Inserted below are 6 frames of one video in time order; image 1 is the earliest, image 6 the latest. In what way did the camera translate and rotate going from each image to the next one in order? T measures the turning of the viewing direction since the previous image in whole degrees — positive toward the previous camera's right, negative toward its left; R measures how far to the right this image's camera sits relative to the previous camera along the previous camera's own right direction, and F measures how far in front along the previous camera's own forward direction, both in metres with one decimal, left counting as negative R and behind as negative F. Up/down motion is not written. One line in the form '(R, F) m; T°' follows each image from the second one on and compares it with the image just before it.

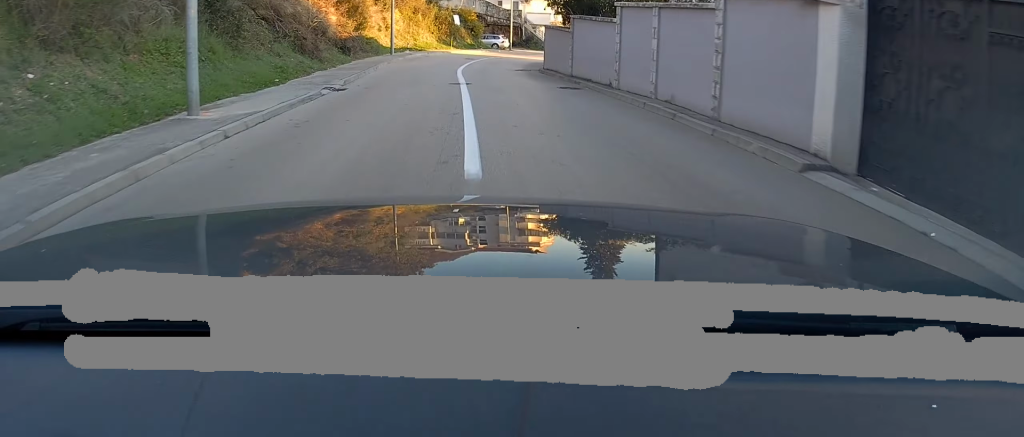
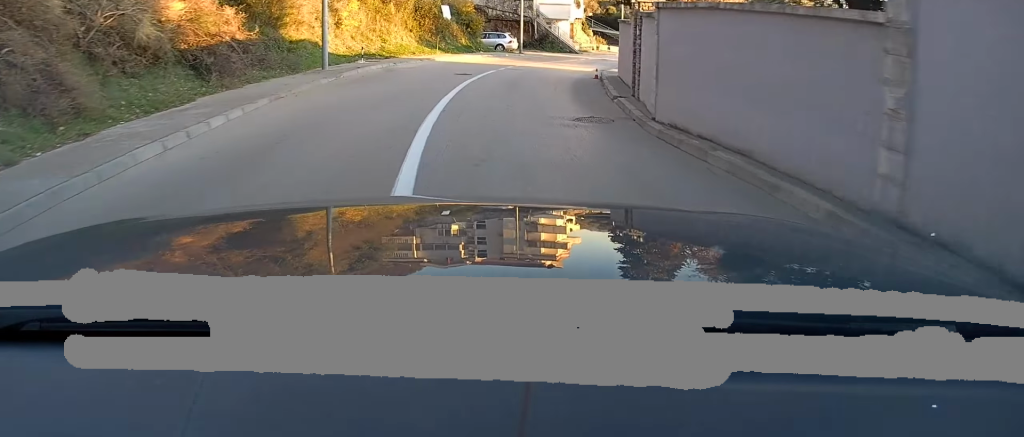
(0.0, +16.0) m; 0°
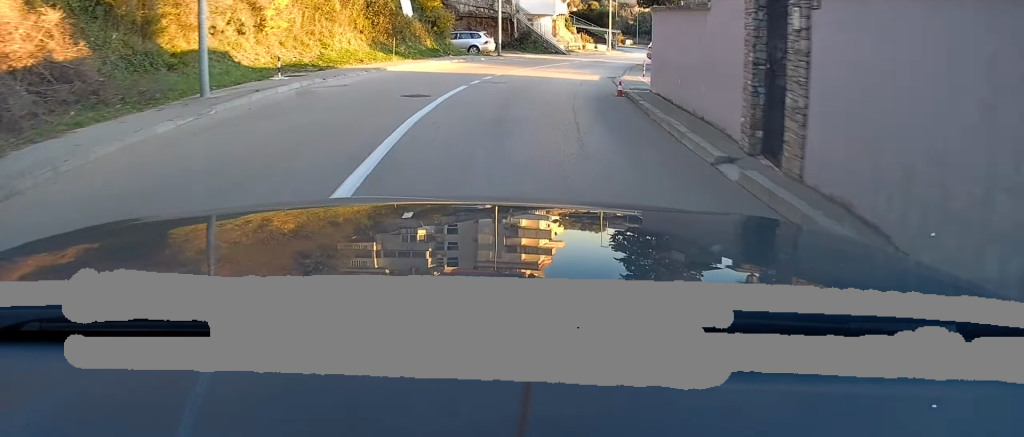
(0.0, +7.6) m; +2°
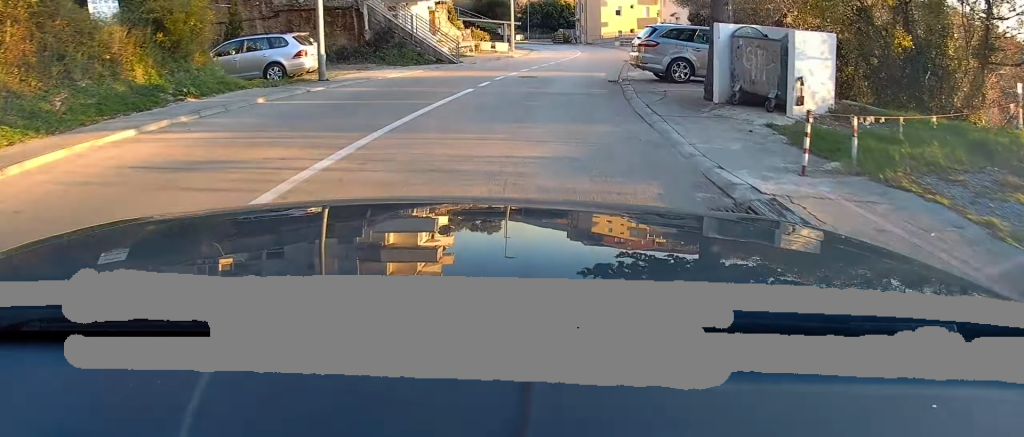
(+1.7, +18.9) m; +13°
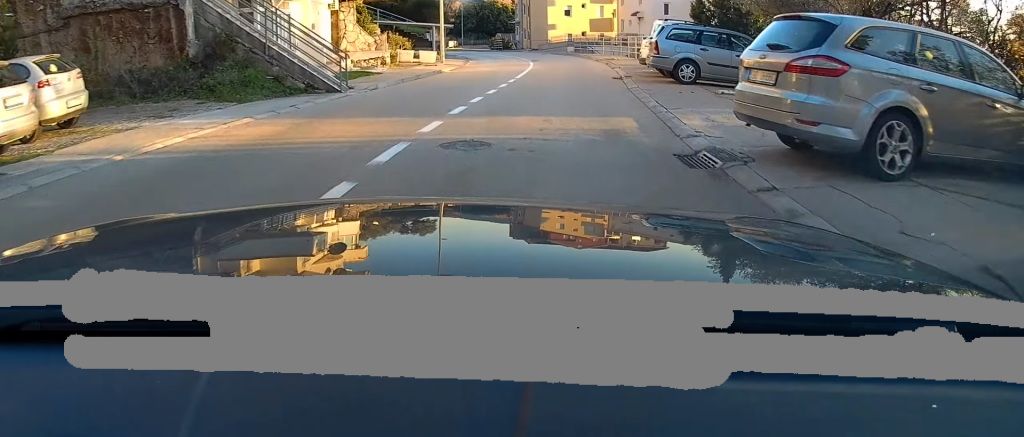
(+0.8, +11.1) m; +5°
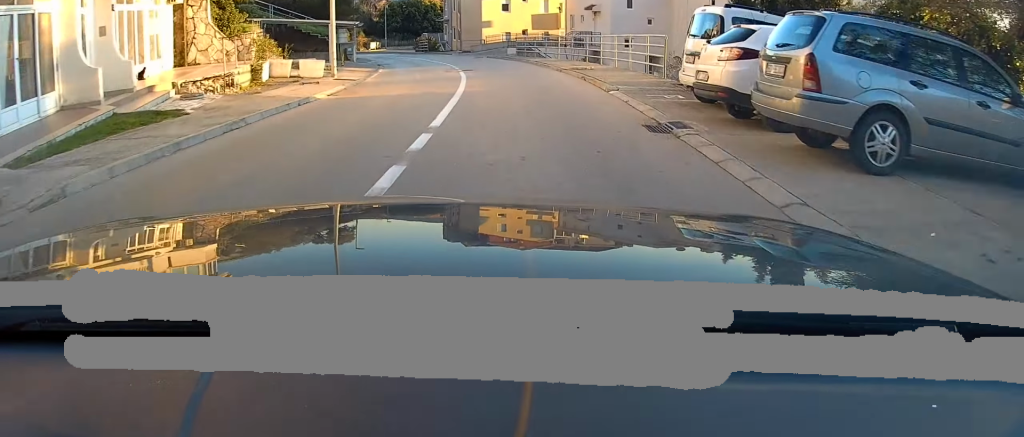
(+0.1, +10.7) m; +2°
